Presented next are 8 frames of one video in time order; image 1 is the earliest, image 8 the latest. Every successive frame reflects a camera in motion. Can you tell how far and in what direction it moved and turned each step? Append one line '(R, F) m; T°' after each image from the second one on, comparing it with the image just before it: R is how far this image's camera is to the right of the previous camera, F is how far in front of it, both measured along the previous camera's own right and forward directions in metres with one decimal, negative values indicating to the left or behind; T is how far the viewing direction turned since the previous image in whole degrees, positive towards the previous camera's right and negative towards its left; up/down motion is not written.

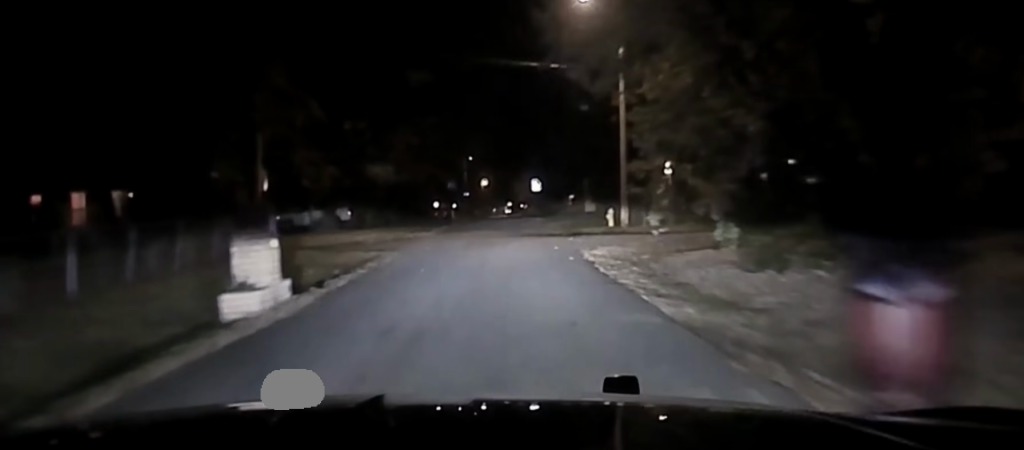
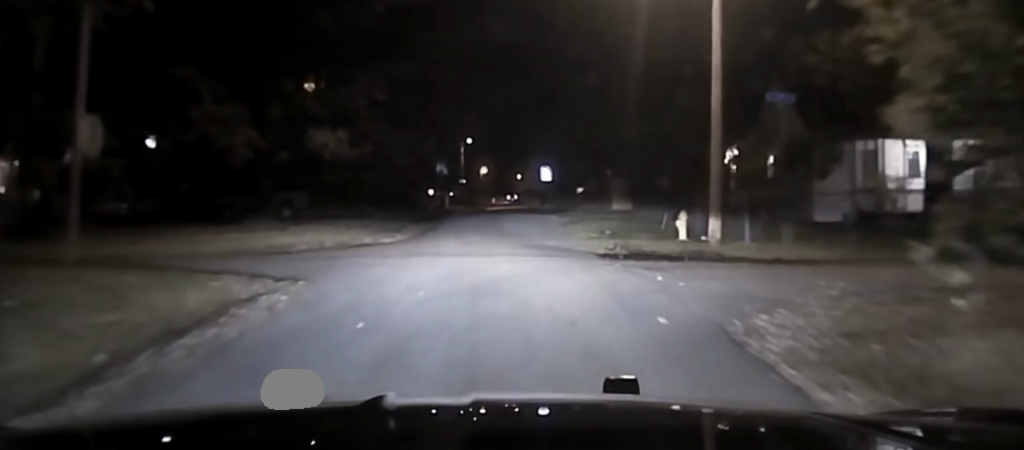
(+0.4, +14.1) m; +6°
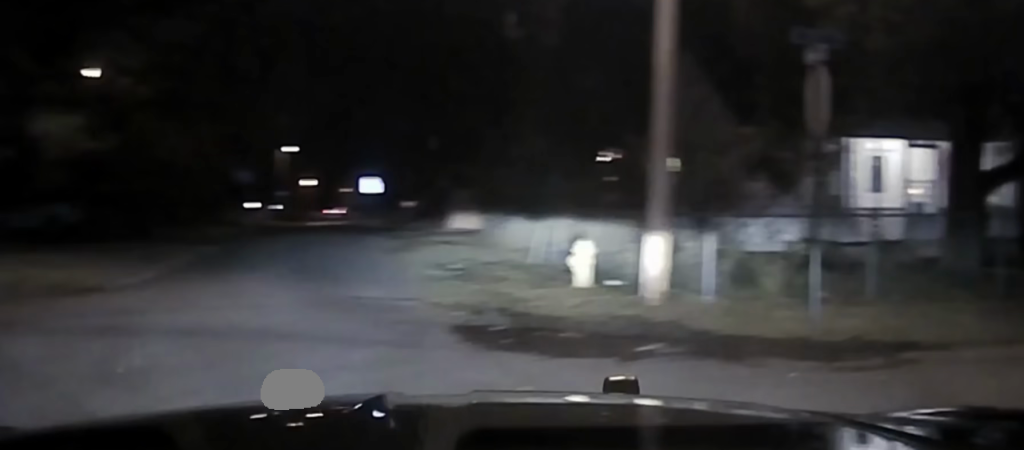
(+1.7, +7.9) m; +42°
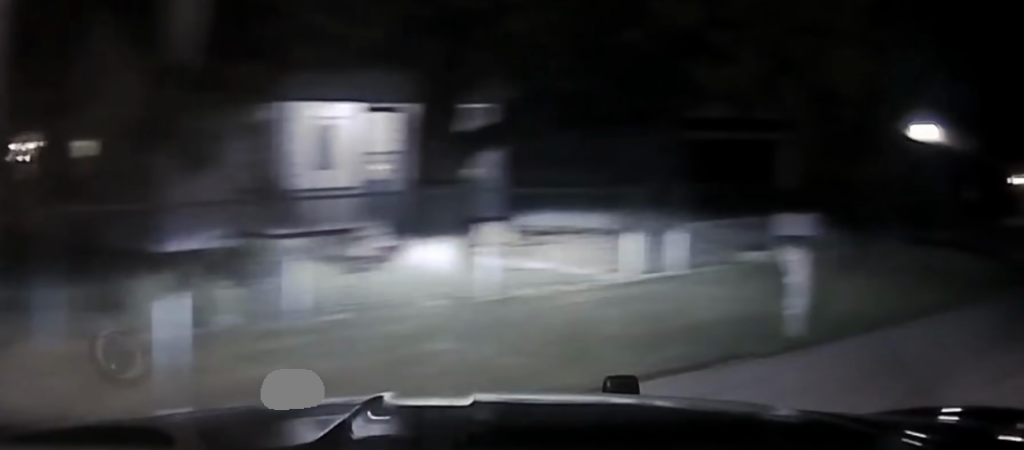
(+1.8, +4.3) m; +32°
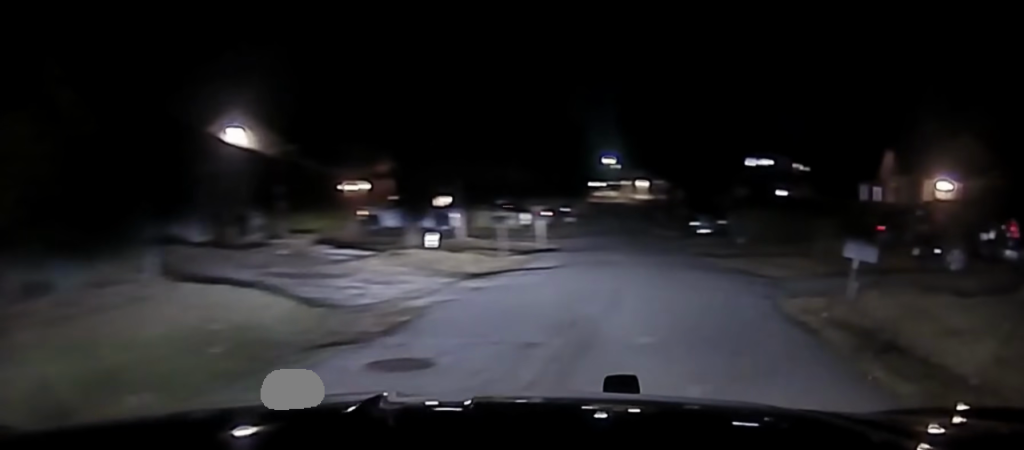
(+1.1, +8.1) m; +8°
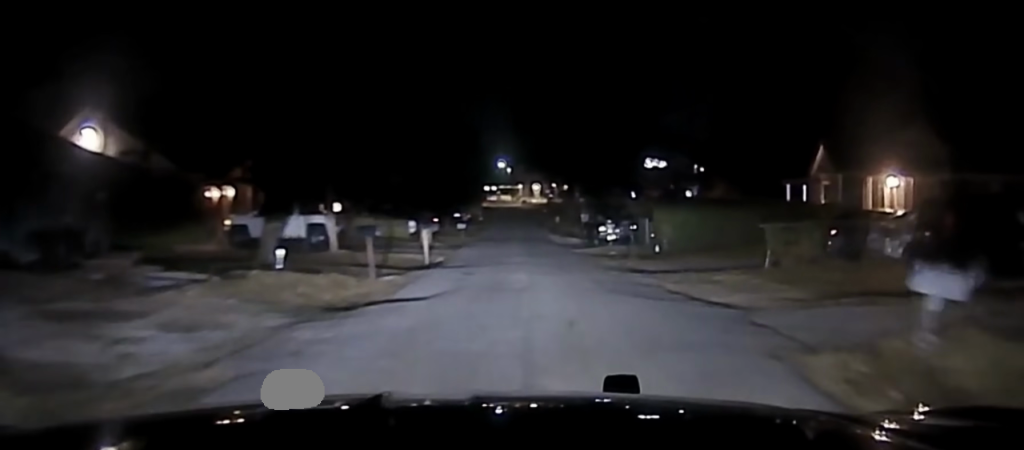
(0.0, +6.1) m; +1°
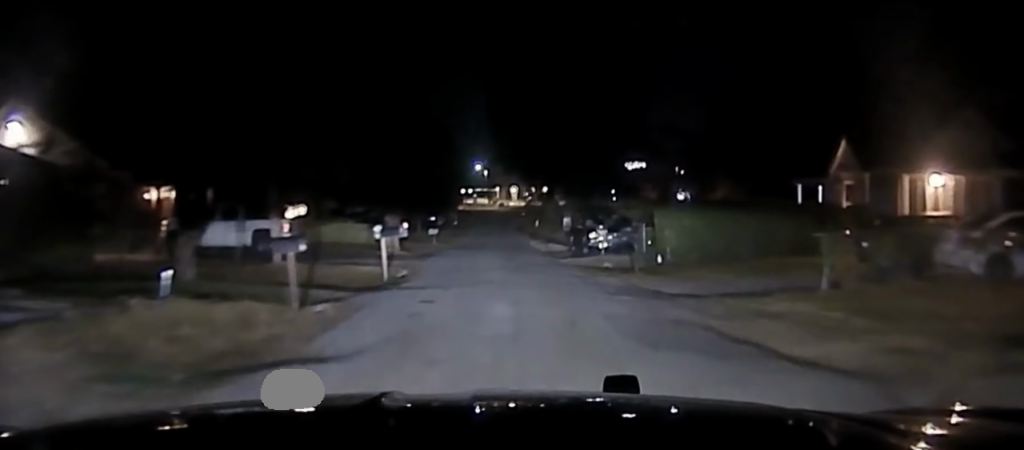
(0.0, +5.9) m; +1°
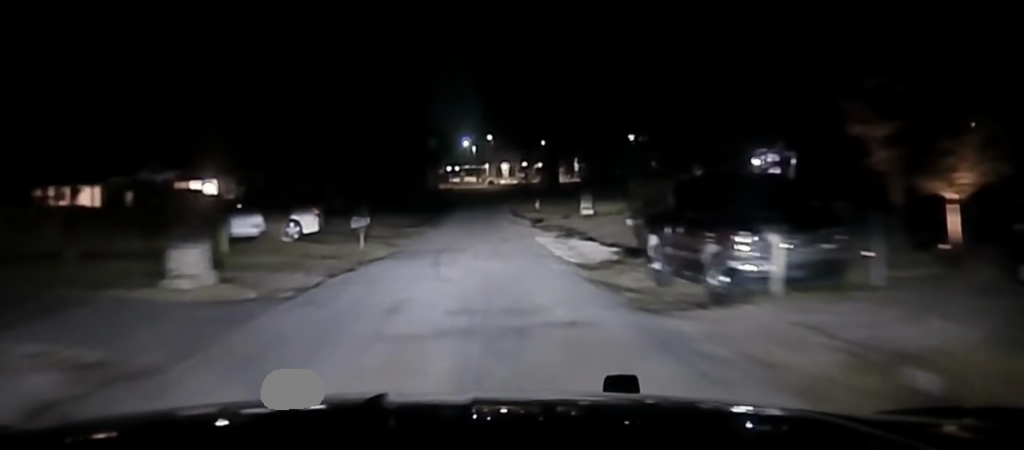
(+0.4, +26.6) m; +1°
